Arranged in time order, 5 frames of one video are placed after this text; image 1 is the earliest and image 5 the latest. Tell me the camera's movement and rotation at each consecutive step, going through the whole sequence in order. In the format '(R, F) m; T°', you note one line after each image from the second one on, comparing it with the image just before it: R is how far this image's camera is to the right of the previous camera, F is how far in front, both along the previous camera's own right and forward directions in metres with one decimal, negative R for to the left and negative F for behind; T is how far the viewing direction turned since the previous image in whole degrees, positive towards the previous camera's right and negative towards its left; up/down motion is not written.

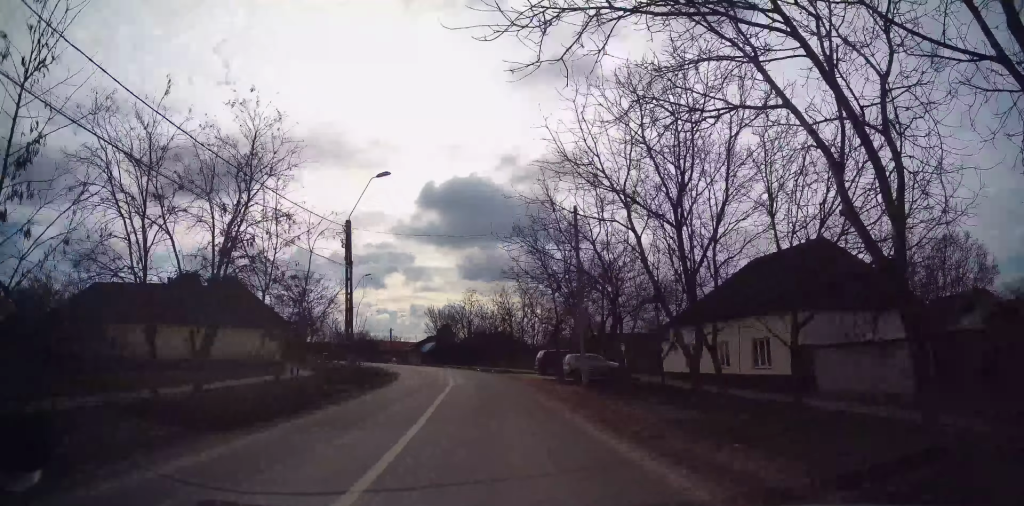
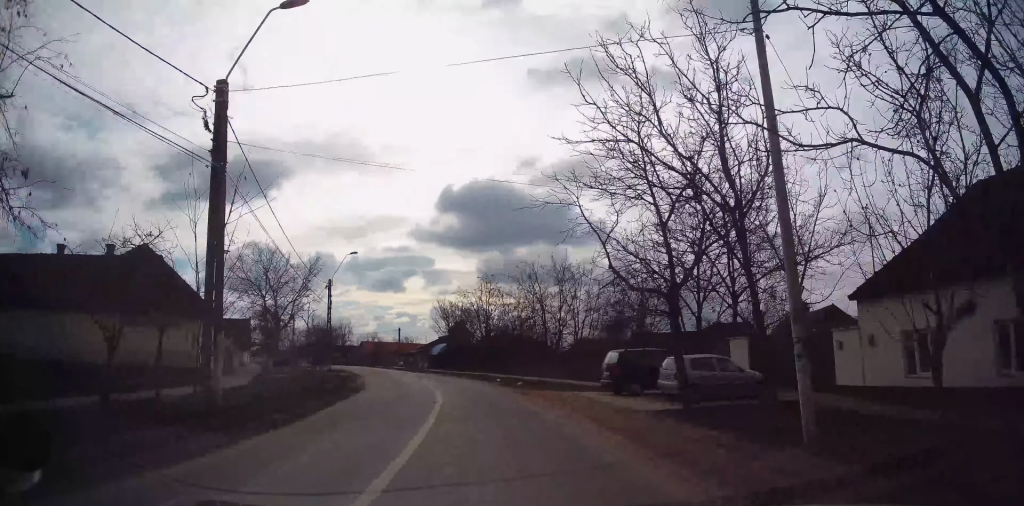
(+0.3, +15.5) m; -2°
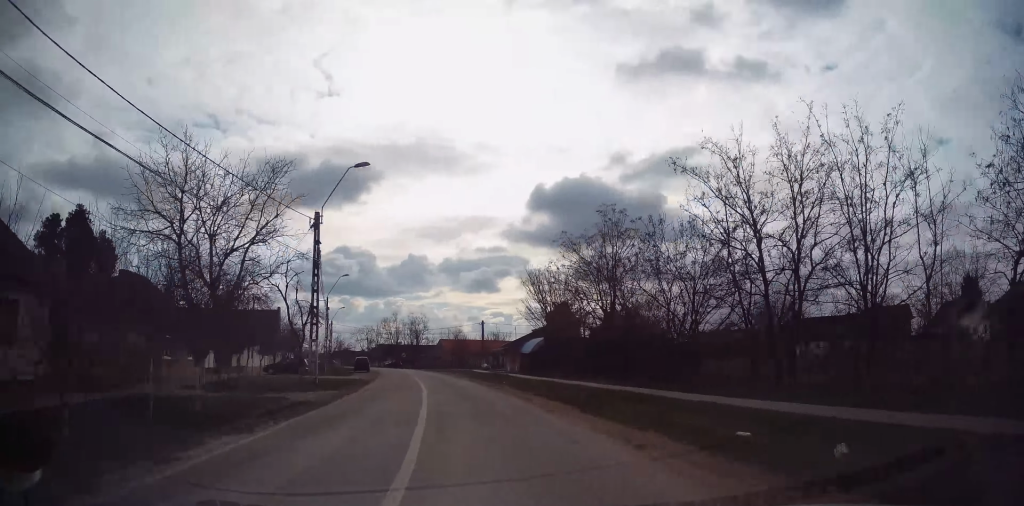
(-1.6, +23.9) m; -7°
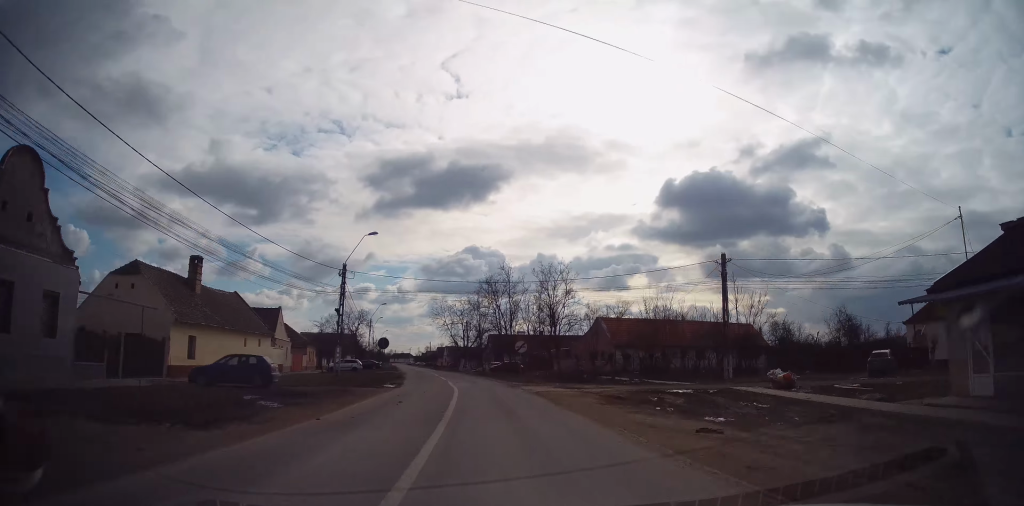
(-7.7, +57.2) m; -15°
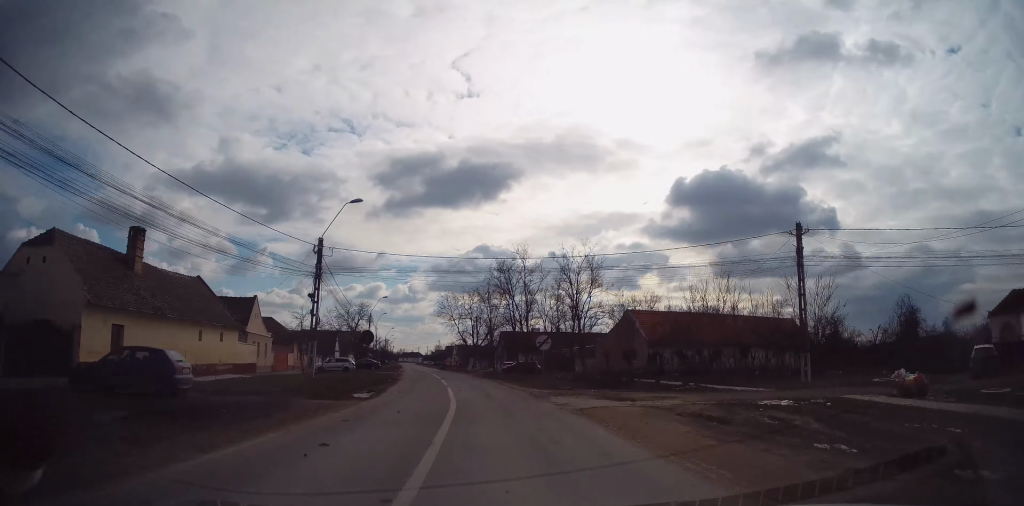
(0.0, +8.2) m; -2°
